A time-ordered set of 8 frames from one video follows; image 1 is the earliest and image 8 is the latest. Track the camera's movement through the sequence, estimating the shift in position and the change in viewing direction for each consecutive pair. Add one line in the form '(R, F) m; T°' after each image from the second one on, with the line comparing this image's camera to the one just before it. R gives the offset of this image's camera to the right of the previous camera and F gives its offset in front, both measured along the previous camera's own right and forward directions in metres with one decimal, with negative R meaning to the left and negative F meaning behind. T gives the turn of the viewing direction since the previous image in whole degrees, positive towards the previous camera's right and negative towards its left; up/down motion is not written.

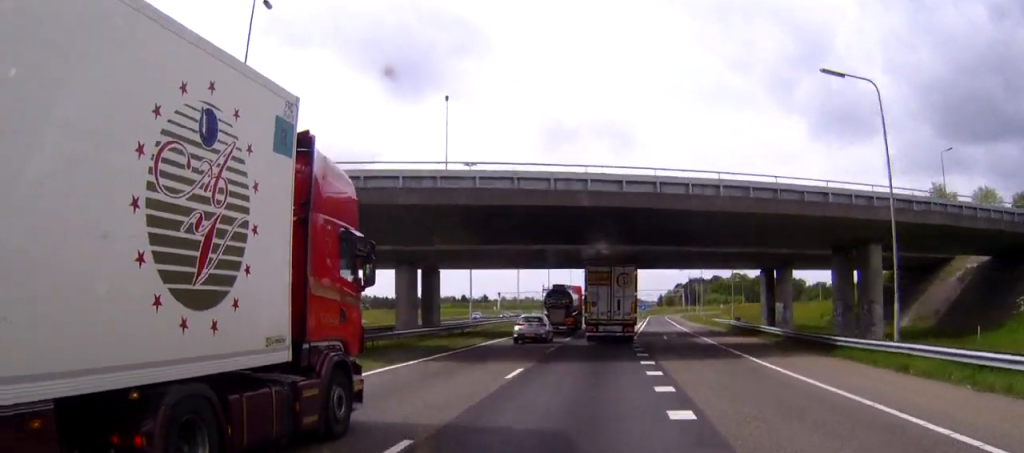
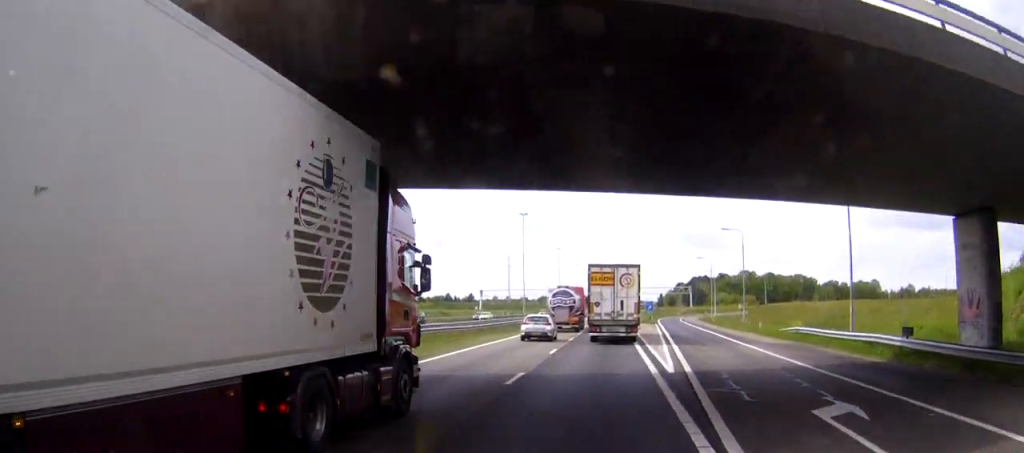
(+0.1, +37.1) m; 0°
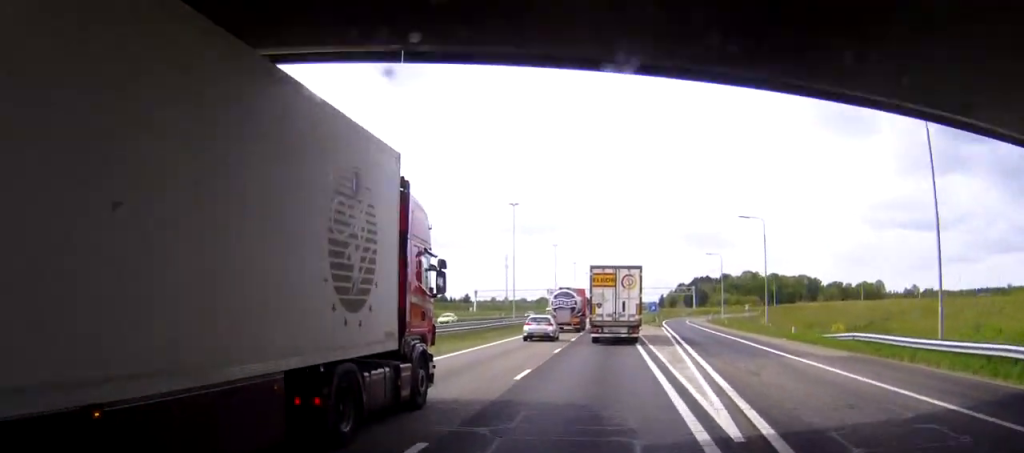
(0.0, +10.9) m; 0°
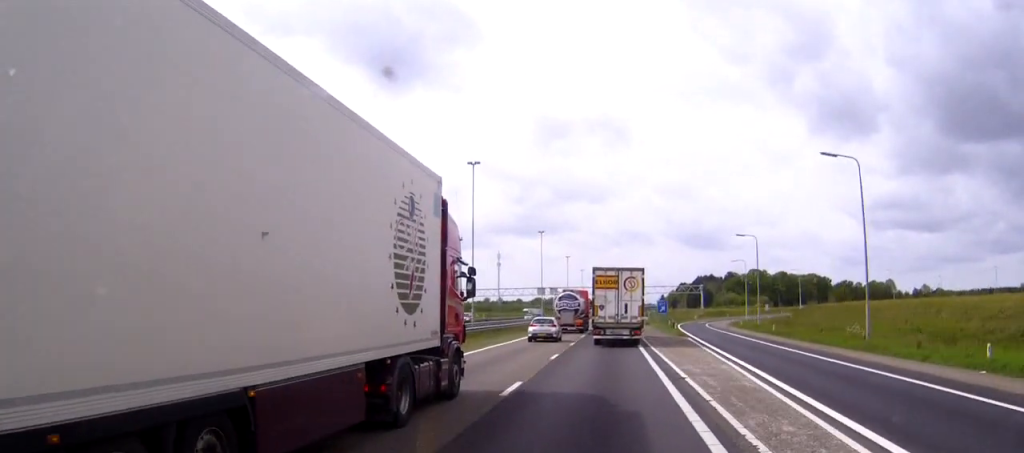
(+0.1, +27.1) m; 0°
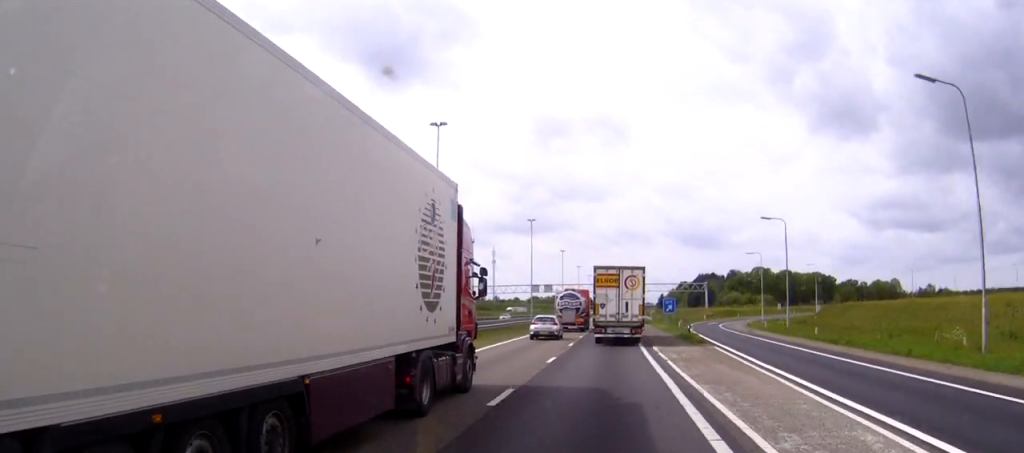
(0.0, +13.8) m; 0°
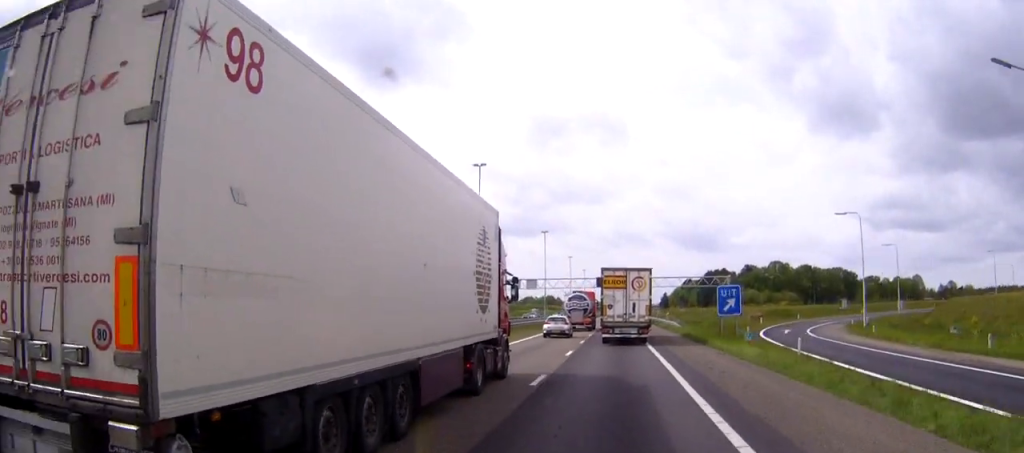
(0.0, +43.5) m; 0°
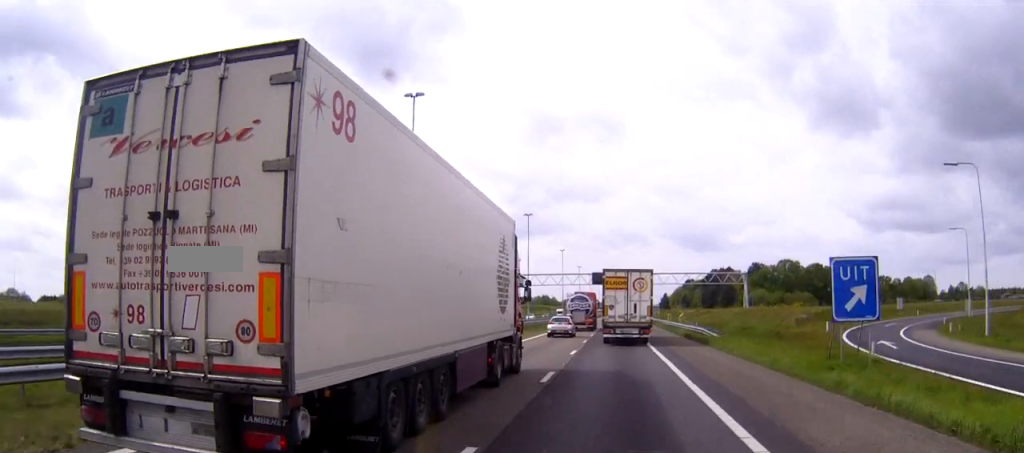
(0.0, +23.0) m; 0°
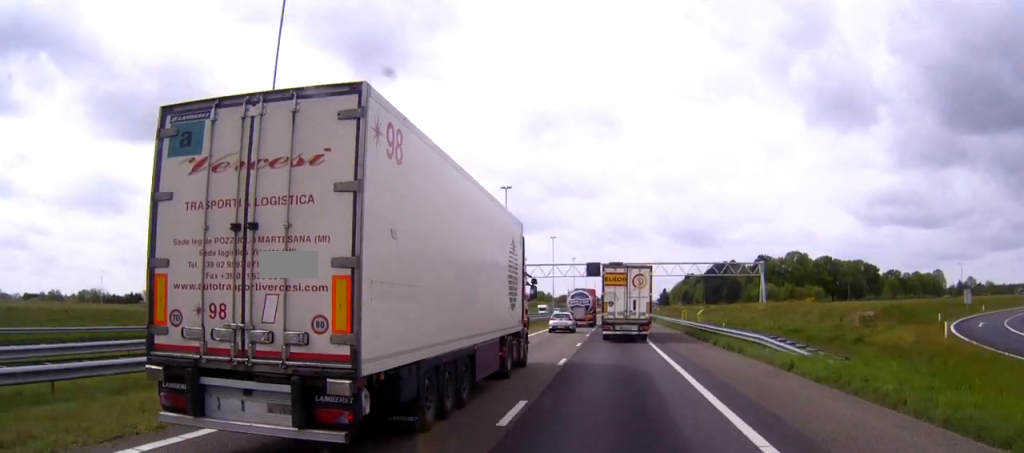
(0.0, +19.2) m; 0°
